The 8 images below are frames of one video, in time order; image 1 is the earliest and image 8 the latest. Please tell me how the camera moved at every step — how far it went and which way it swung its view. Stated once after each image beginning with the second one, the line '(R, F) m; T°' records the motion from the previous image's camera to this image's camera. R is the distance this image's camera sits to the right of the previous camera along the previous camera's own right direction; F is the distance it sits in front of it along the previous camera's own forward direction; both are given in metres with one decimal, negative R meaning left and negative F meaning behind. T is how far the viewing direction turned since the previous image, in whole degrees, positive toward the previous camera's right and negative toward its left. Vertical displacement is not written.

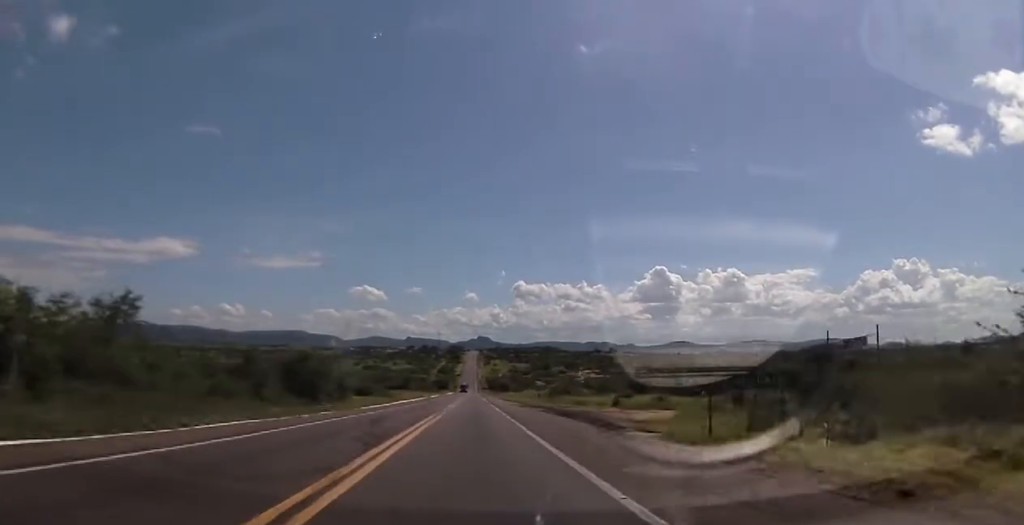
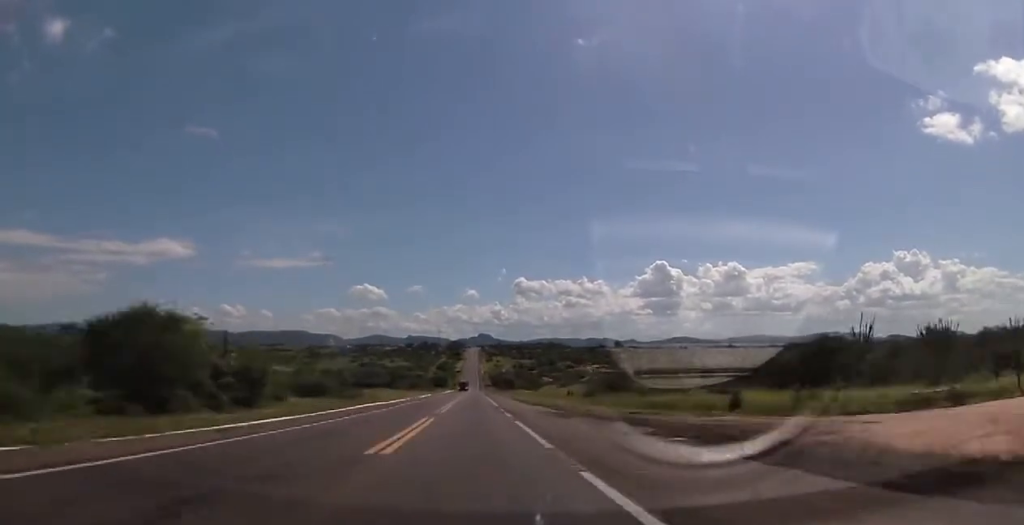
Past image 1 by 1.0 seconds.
(+0.2, +34.5) m; 0°
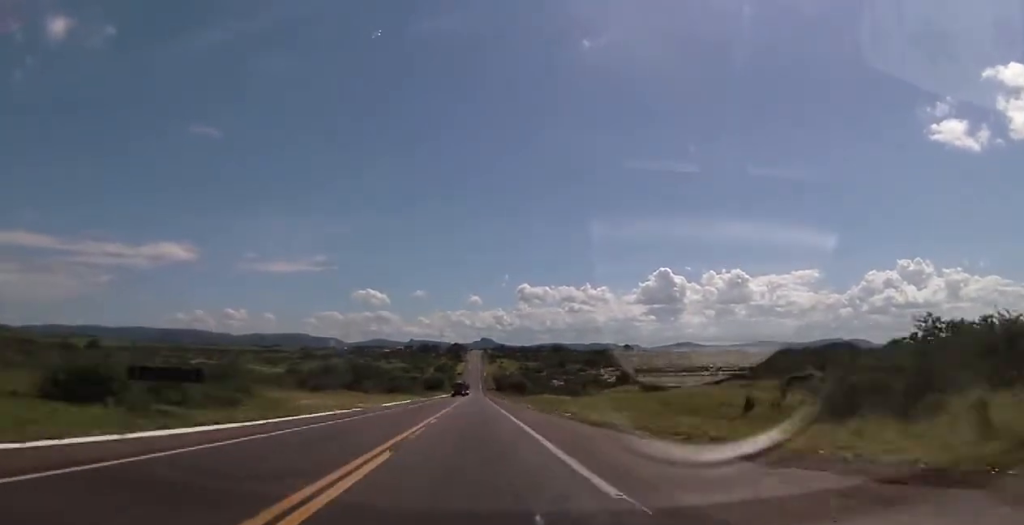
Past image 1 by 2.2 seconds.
(-0.1, +42.1) m; 0°
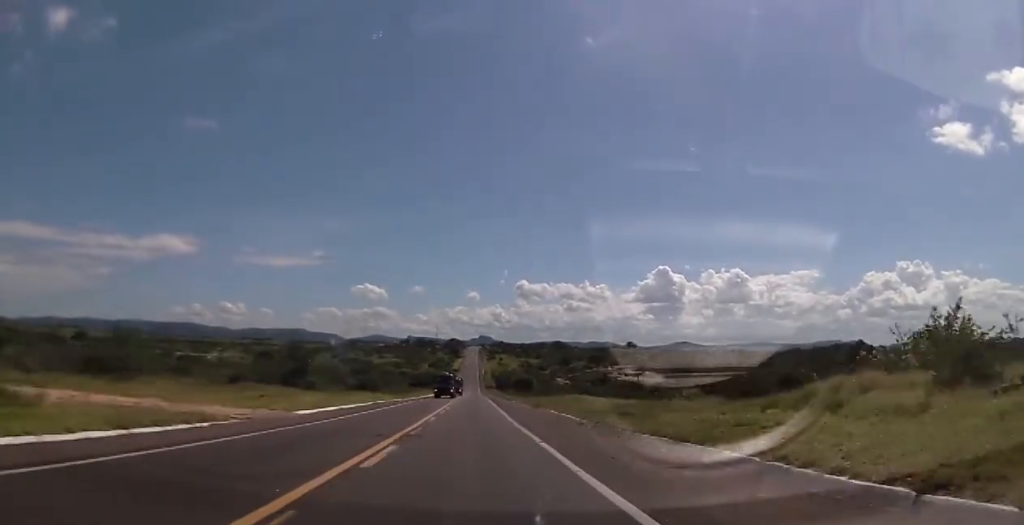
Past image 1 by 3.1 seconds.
(0.0, +31.1) m; 0°
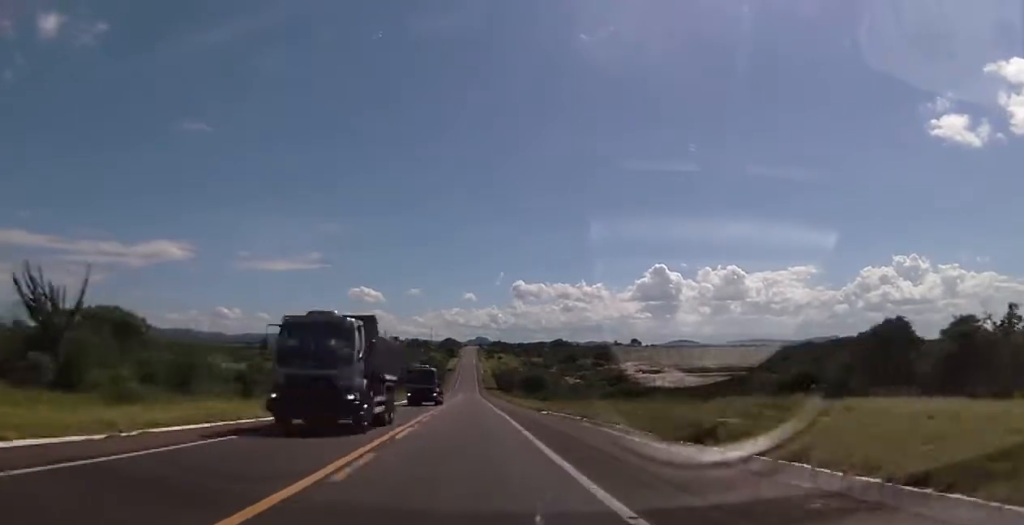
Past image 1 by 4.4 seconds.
(-0.1, +46.2) m; 0°
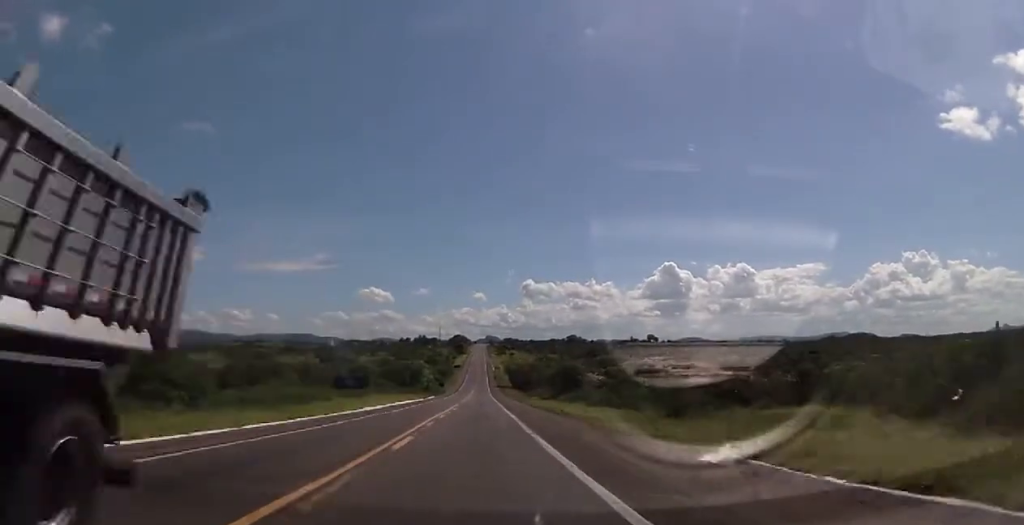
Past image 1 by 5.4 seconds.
(-0.1, +35.5) m; 0°
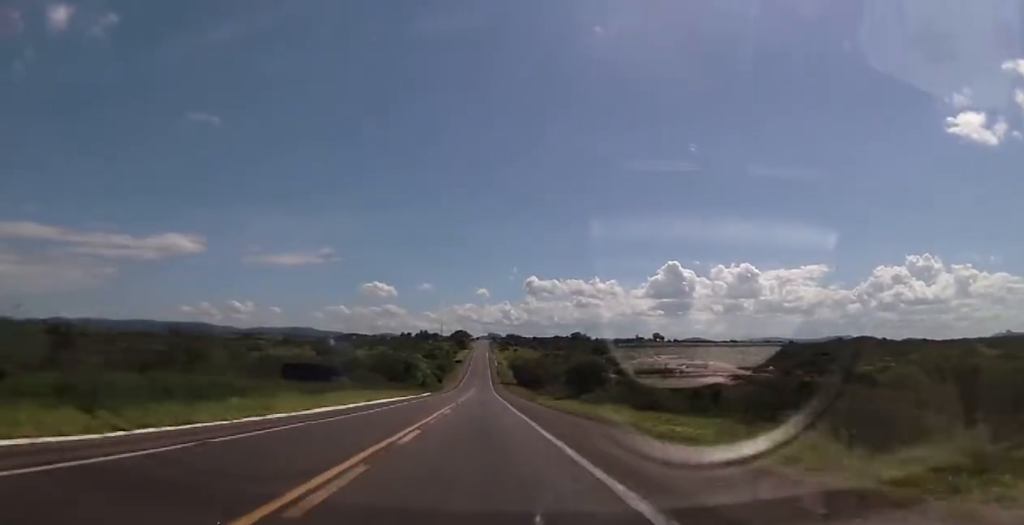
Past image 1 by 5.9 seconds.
(0.0, +17.4) m; 0°
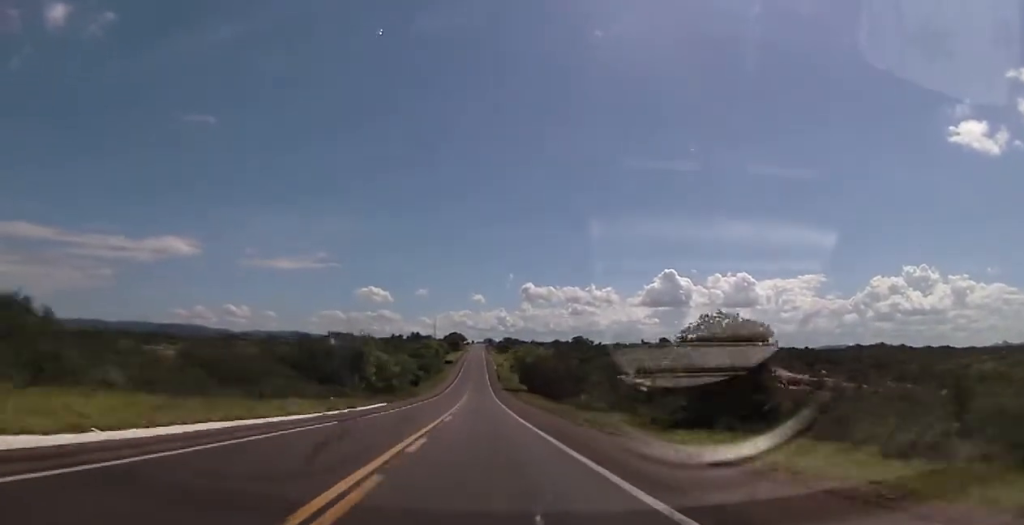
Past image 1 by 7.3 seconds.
(-0.1, +48.0) m; 0°
